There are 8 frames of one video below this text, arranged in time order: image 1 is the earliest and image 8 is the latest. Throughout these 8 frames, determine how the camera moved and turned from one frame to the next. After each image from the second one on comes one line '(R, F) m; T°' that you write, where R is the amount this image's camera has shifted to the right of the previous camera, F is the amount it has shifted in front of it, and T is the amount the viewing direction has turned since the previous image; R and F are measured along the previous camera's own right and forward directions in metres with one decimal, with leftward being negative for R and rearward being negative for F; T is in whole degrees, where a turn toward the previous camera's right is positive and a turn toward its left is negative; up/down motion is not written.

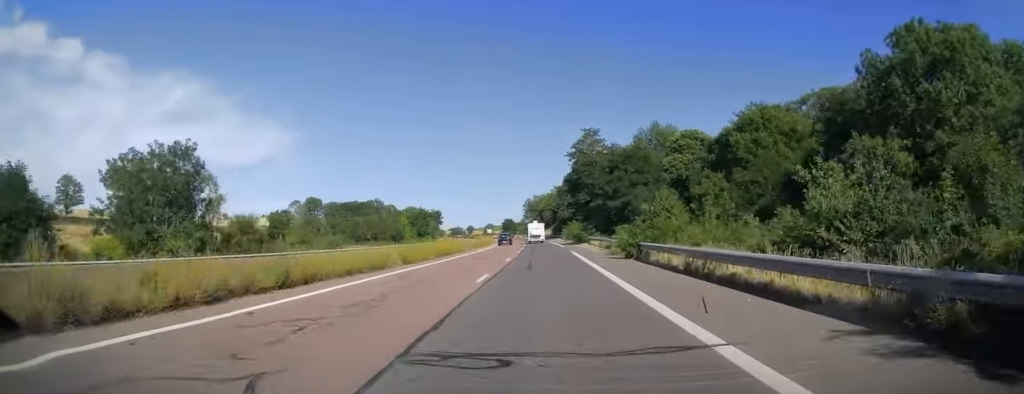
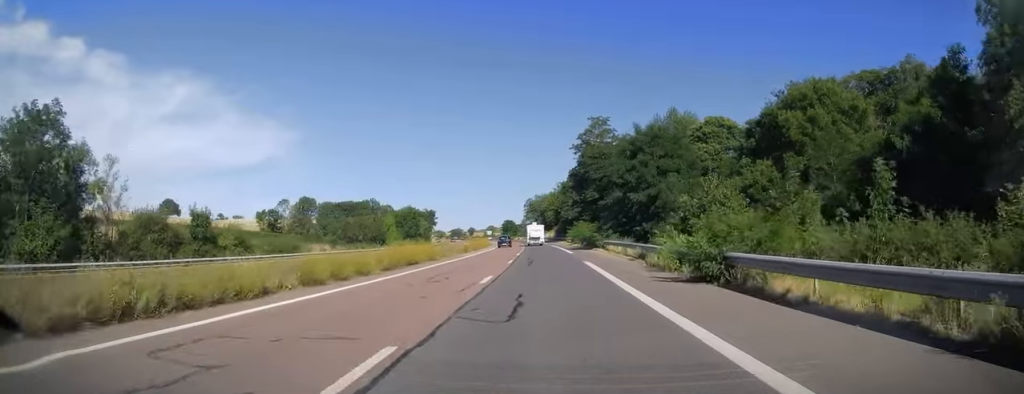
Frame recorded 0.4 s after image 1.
(+0.2, +12.7) m; 0°
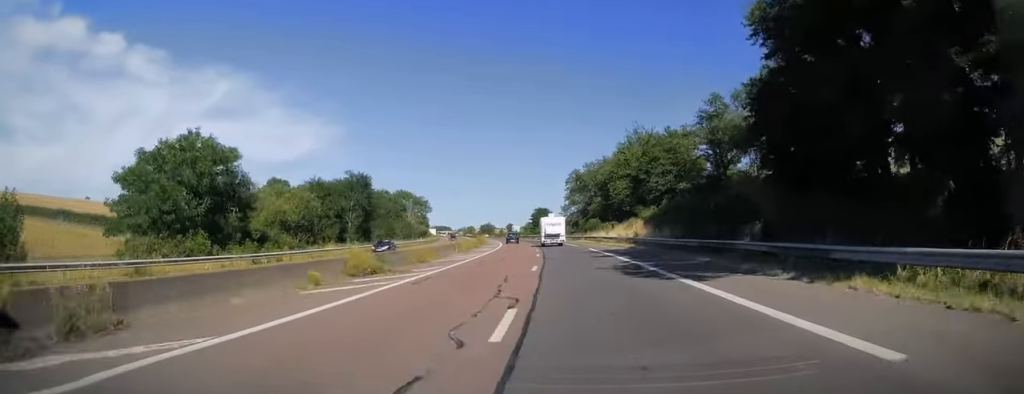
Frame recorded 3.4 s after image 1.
(-2.5, +88.1) m; -4°
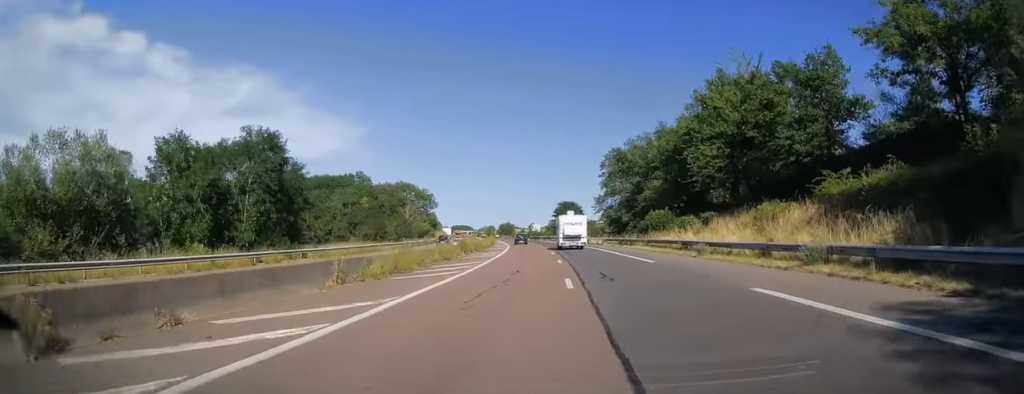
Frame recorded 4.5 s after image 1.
(-0.4, +31.8) m; -2°
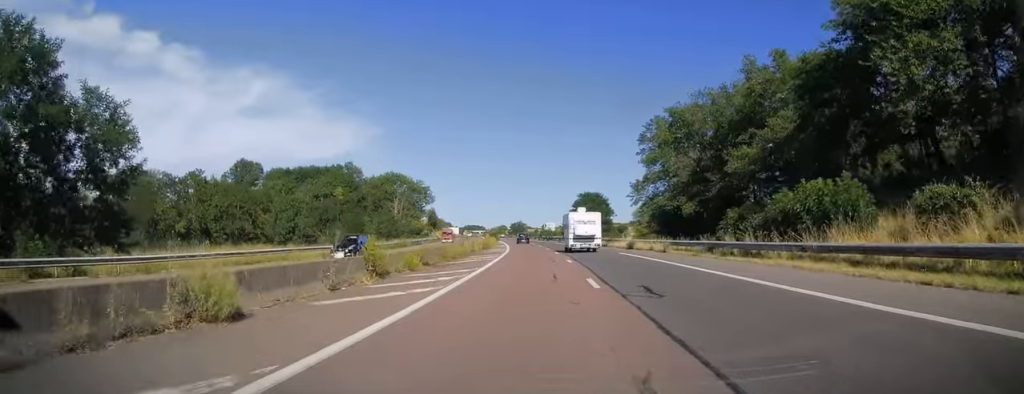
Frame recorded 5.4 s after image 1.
(-0.6, +26.4) m; -2°
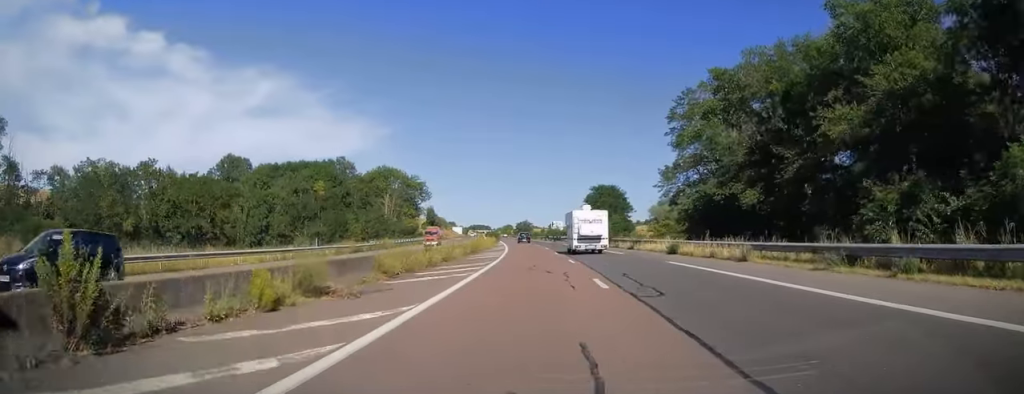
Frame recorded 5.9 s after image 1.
(-0.1, +13.2) m; -1°
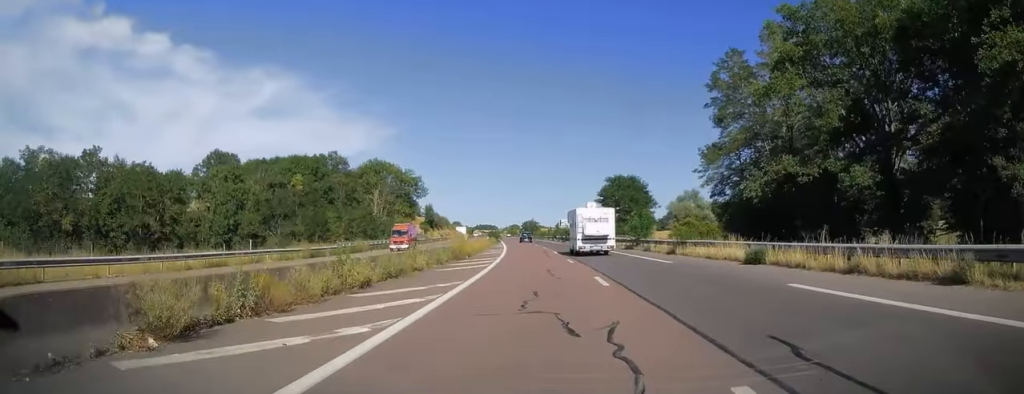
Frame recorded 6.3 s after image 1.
(0.0, +12.2) m; -1°
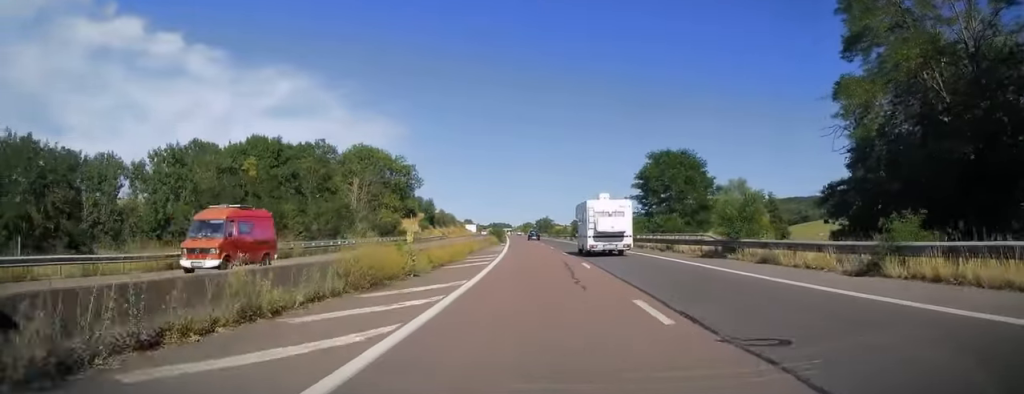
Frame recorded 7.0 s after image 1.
(-0.1, +19.6) m; -1°
